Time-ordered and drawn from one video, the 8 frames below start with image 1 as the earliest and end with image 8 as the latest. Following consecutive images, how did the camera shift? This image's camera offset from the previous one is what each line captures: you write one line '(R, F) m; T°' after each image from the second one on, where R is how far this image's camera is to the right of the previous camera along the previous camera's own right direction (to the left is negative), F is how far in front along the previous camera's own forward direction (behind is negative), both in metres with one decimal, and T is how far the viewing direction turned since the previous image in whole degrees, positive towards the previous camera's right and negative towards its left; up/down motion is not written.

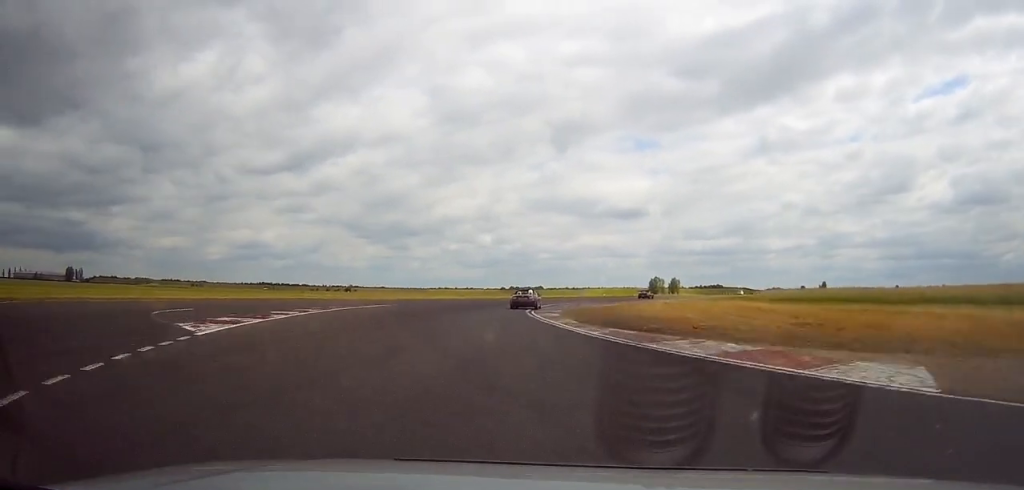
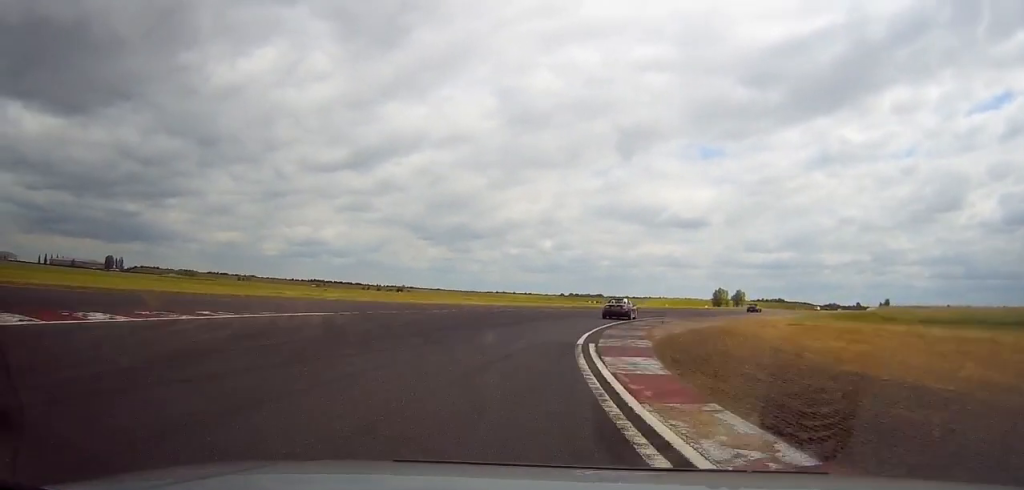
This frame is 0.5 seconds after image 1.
(-2.1, +18.9) m; -2°
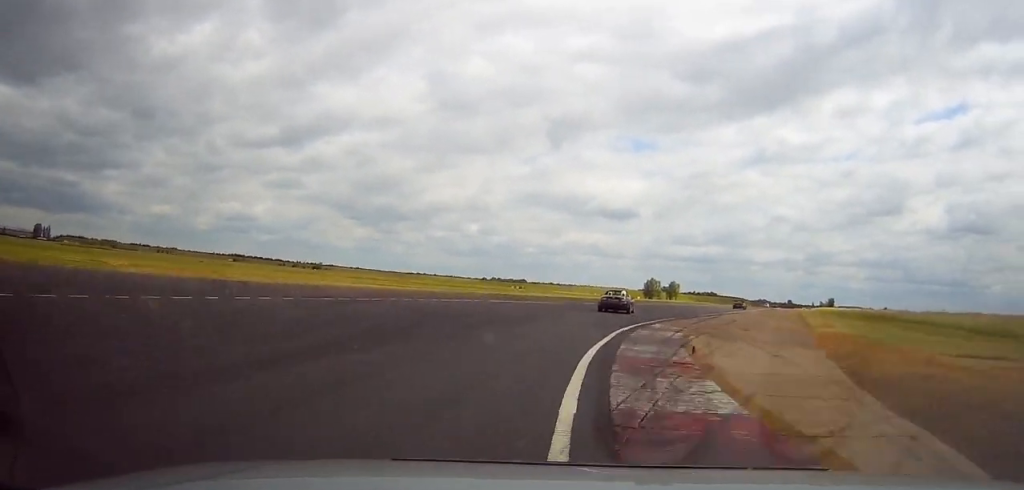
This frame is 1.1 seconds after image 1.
(-0.1, +21.4) m; +2°
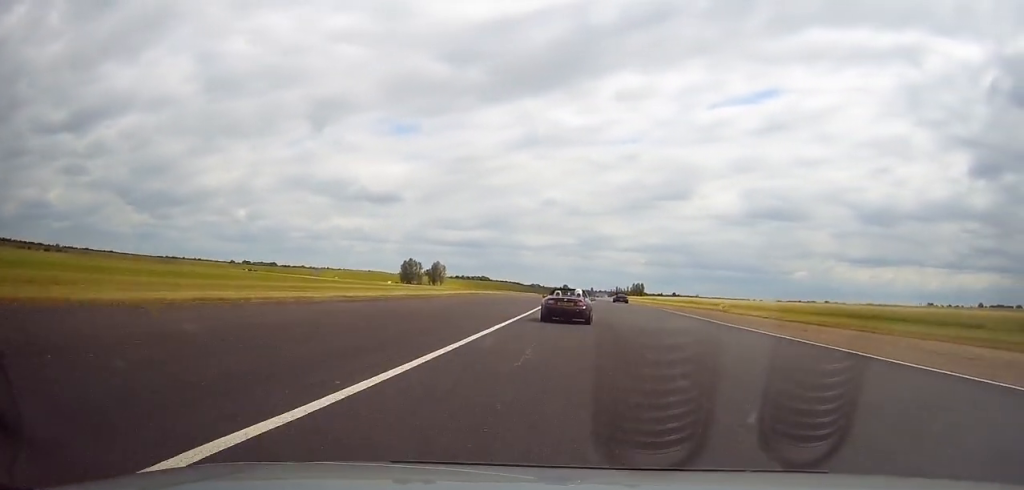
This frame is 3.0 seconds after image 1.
(+11.1, +74.4) m; +16°
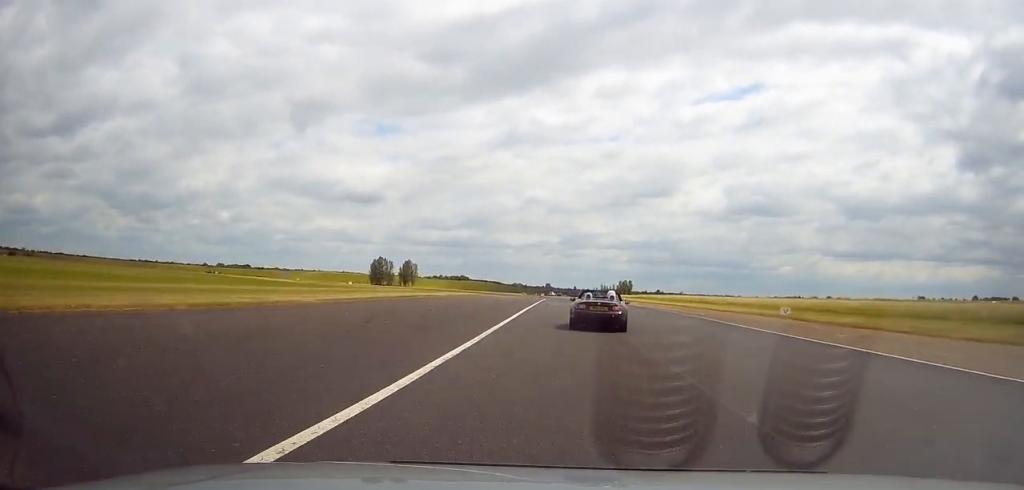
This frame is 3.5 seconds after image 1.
(+0.9, +23.6) m; +2°
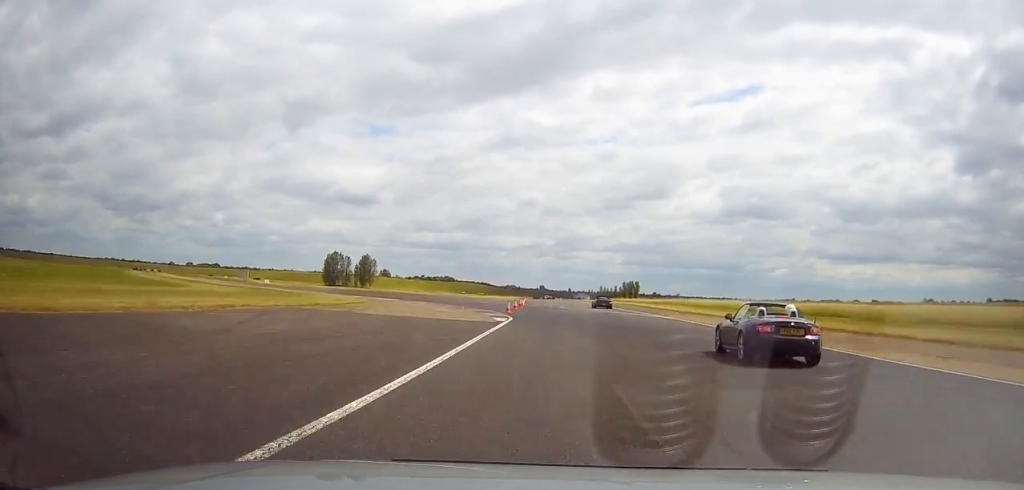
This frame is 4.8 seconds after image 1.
(+1.2, +53.3) m; +1°
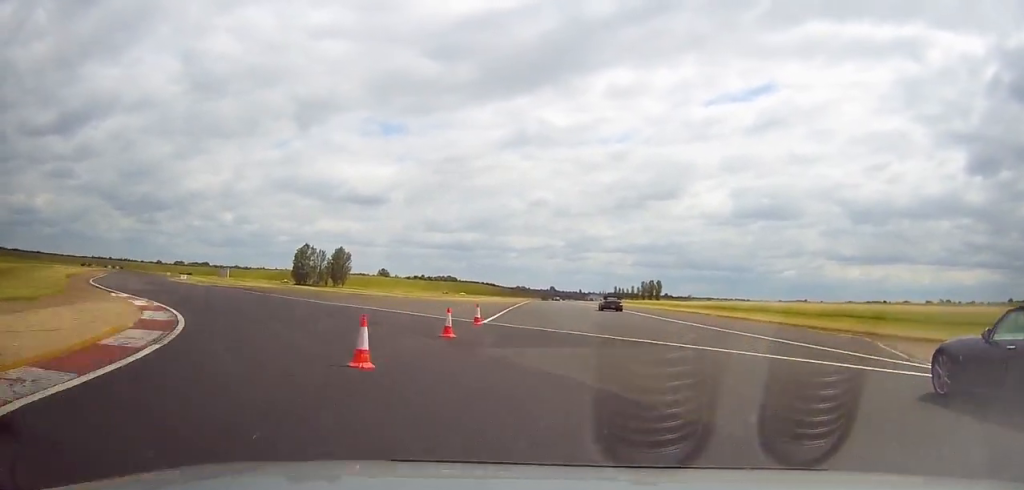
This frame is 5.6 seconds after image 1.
(0.0, +37.0) m; -1°
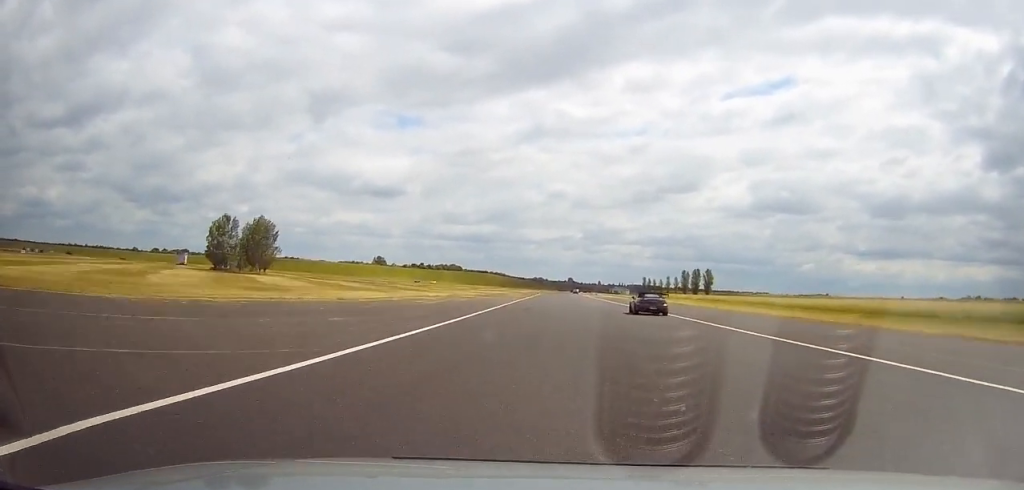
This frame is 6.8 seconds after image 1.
(-0.8, +60.3) m; -1°
